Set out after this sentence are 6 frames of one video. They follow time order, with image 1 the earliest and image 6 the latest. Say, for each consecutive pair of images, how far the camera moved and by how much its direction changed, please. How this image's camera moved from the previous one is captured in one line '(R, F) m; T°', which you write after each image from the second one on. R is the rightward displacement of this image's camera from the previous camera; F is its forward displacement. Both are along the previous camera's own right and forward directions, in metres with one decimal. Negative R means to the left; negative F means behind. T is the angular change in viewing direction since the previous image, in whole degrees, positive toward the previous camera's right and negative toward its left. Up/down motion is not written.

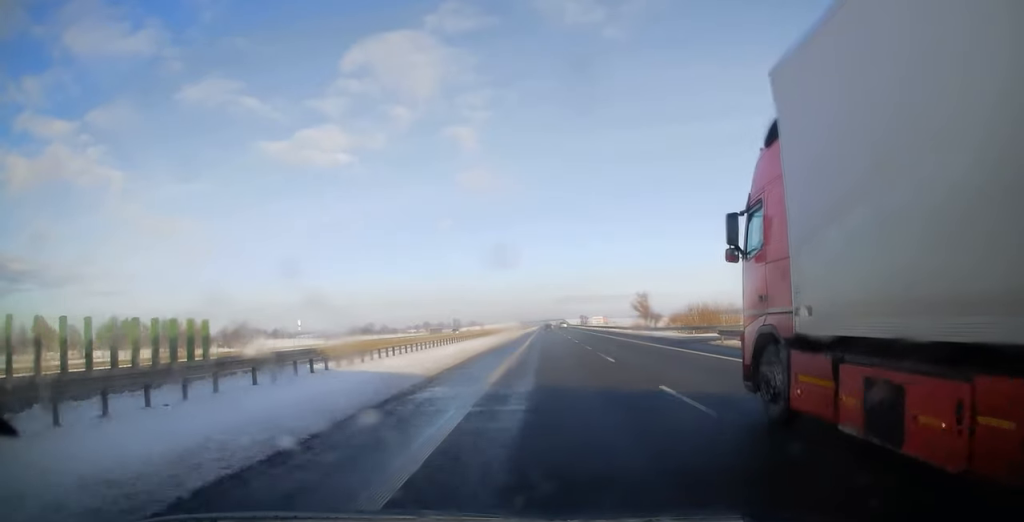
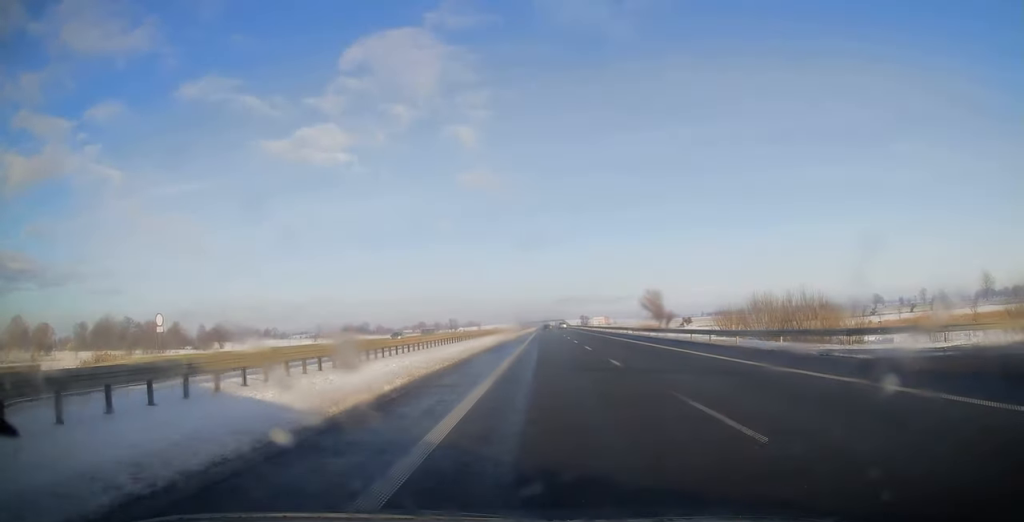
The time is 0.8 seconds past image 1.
(+0.1, +25.9) m; -1°
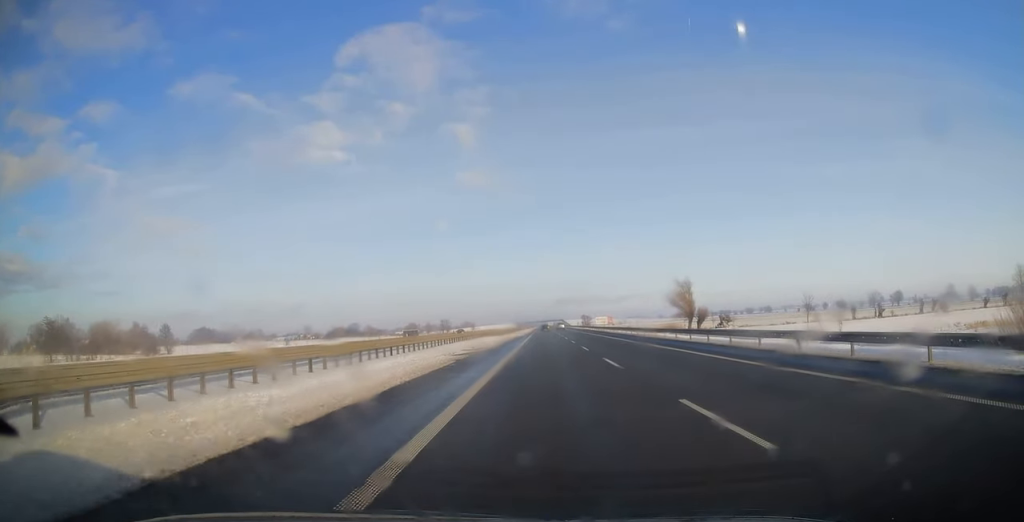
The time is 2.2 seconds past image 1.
(-0.2, +48.3) m; 0°
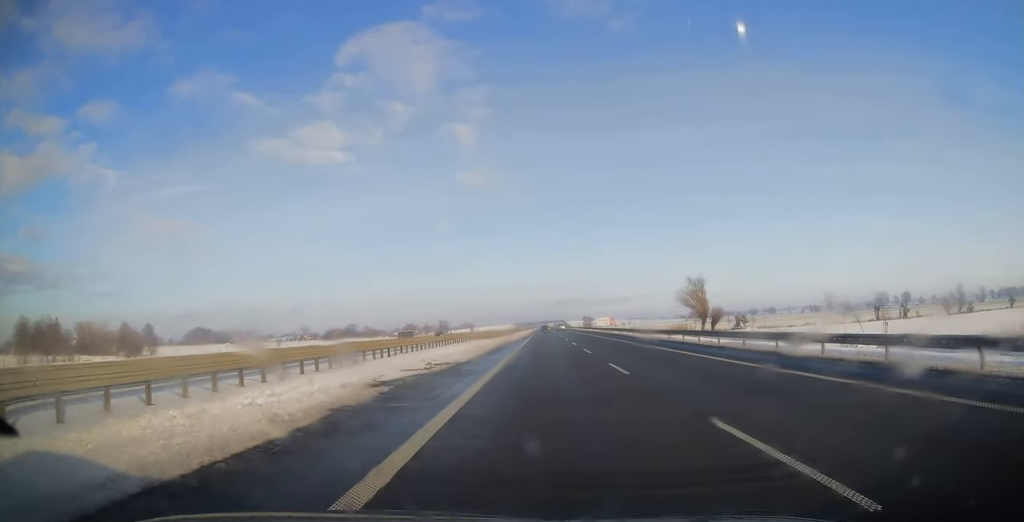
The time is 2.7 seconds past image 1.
(+0.2, +14.1) m; 0°
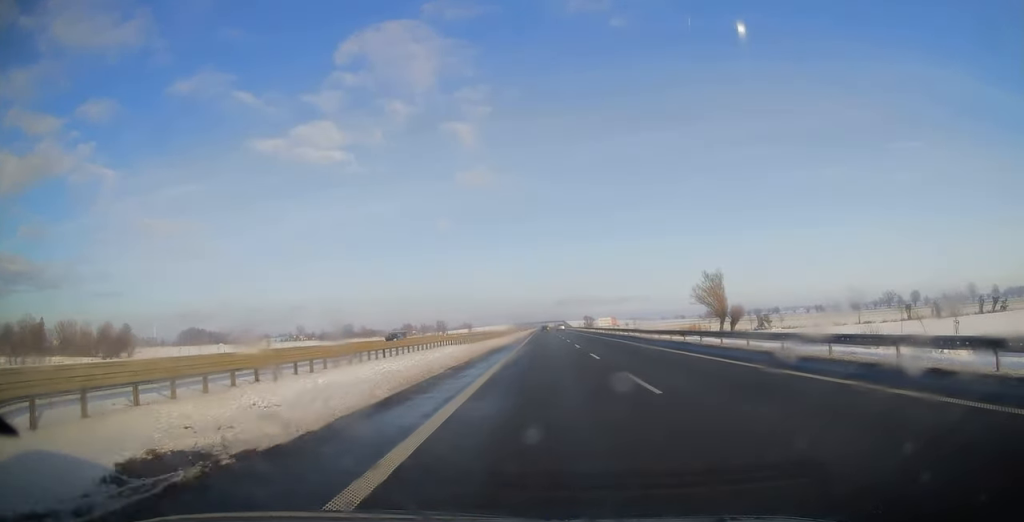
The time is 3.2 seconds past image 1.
(-0.1, +16.6) m; 0°
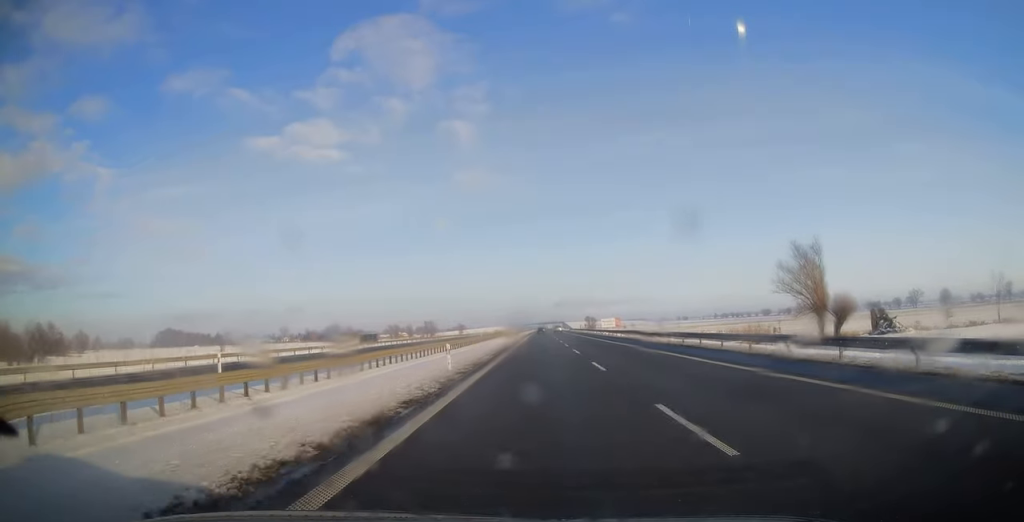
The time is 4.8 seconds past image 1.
(+0.2, +53.4) m; +1°
